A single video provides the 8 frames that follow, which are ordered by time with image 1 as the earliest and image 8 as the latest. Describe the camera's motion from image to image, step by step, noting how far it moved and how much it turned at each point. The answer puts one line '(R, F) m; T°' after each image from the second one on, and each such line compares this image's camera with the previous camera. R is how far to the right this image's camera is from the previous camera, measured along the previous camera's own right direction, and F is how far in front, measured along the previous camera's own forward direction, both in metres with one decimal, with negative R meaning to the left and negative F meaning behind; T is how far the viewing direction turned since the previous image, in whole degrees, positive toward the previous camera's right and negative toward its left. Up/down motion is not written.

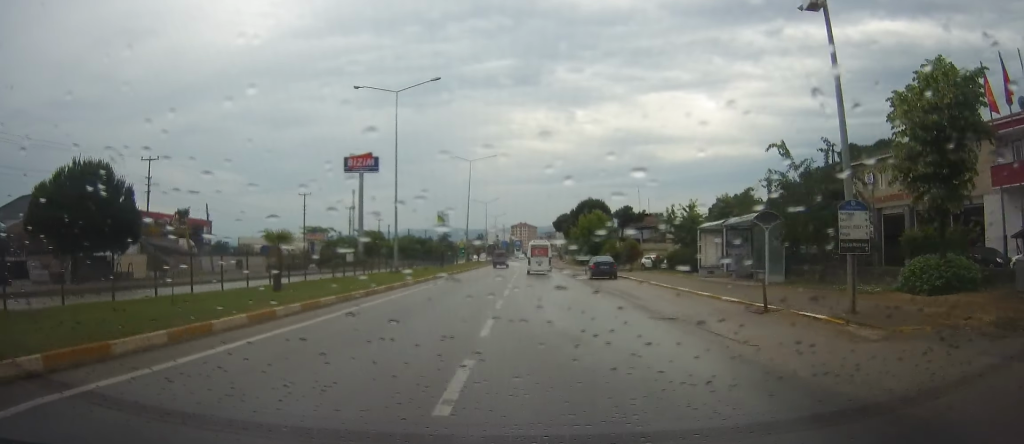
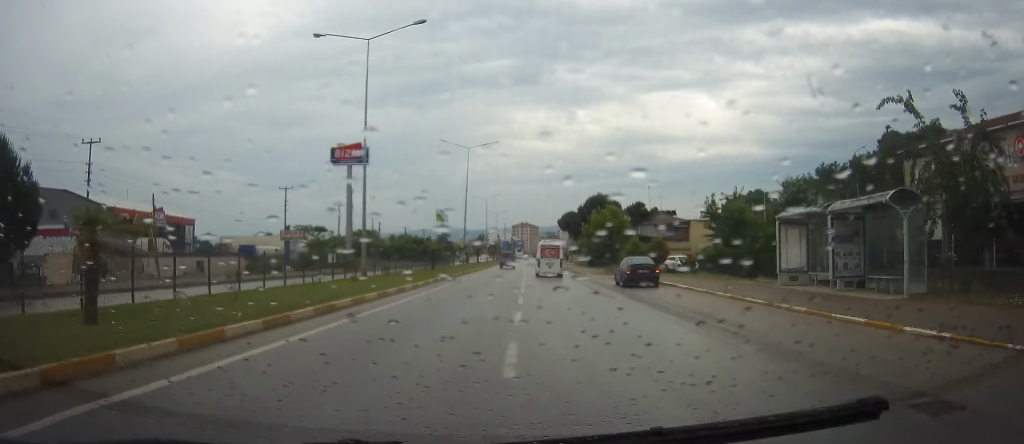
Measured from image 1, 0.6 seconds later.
(0.0, +9.4) m; -1°
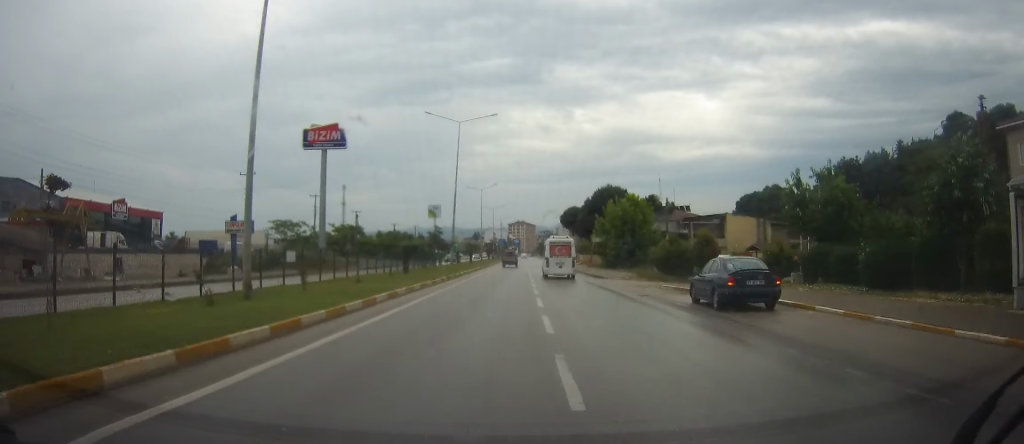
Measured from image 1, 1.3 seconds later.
(-0.5, +13.3) m; 0°
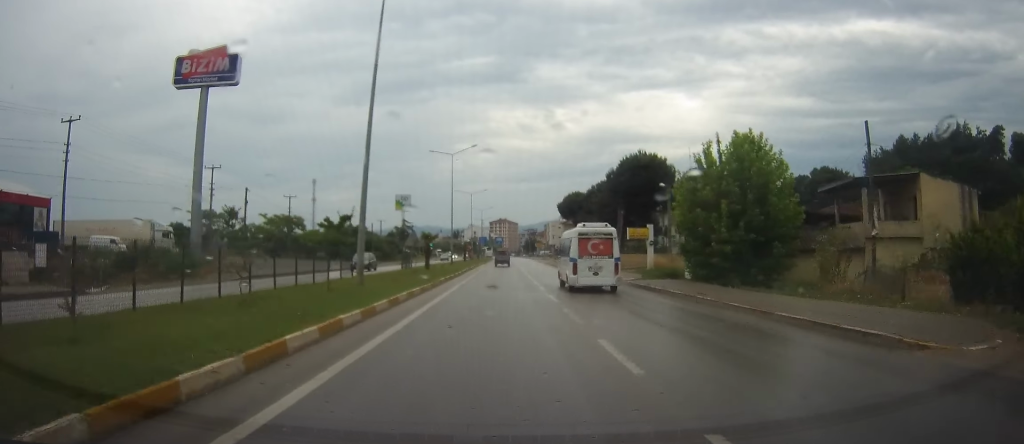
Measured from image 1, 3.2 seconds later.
(+0.1, +33.1) m; 0°
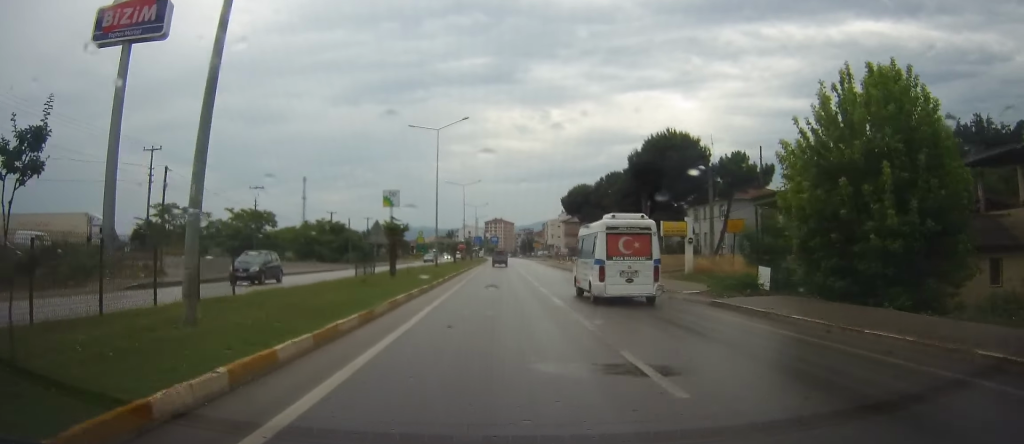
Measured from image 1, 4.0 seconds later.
(+0.2, +13.4) m; +1°
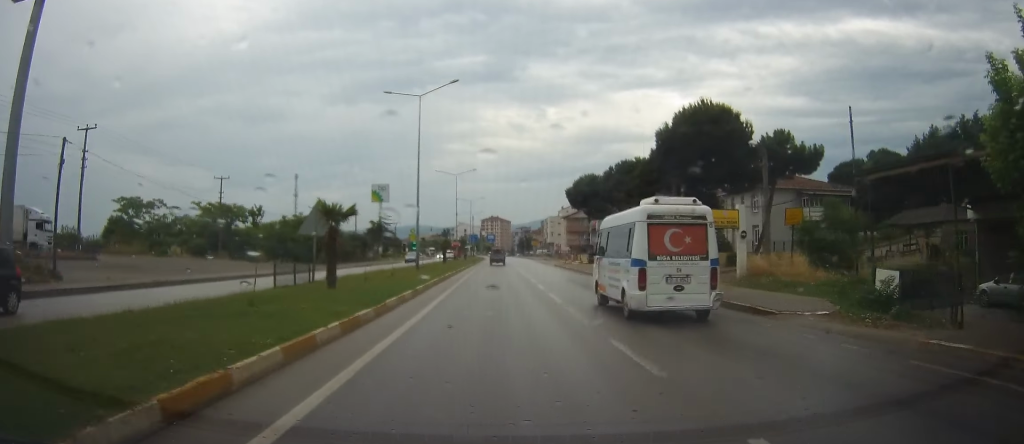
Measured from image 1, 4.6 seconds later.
(+0.2, +10.7) m; 0°
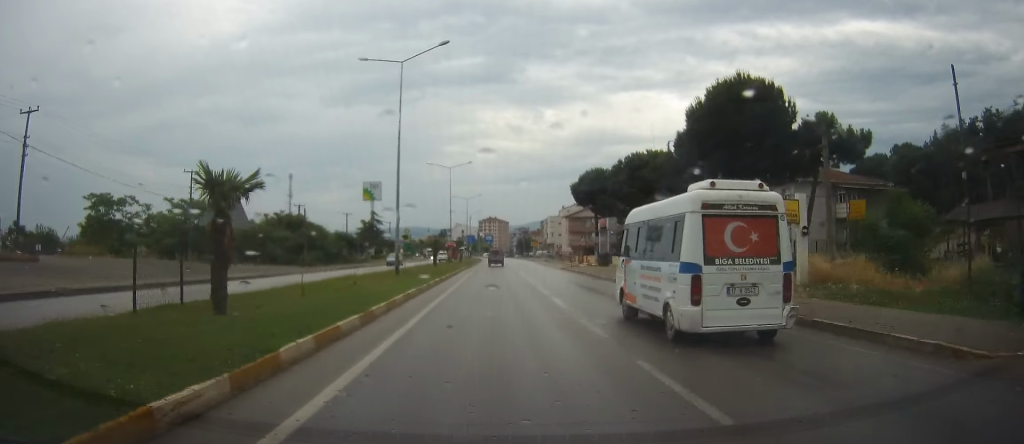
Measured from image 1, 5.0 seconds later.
(-0.1, +7.7) m; -1°
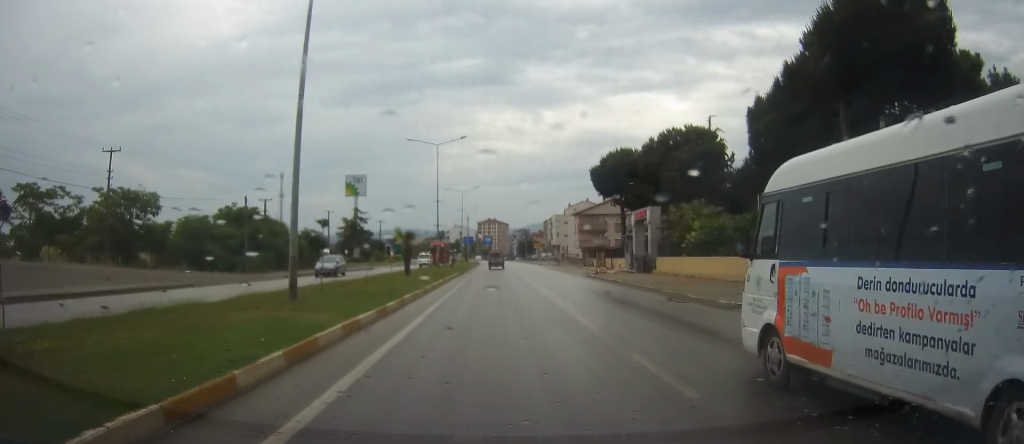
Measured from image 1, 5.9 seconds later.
(-0.5, +17.2) m; -1°
